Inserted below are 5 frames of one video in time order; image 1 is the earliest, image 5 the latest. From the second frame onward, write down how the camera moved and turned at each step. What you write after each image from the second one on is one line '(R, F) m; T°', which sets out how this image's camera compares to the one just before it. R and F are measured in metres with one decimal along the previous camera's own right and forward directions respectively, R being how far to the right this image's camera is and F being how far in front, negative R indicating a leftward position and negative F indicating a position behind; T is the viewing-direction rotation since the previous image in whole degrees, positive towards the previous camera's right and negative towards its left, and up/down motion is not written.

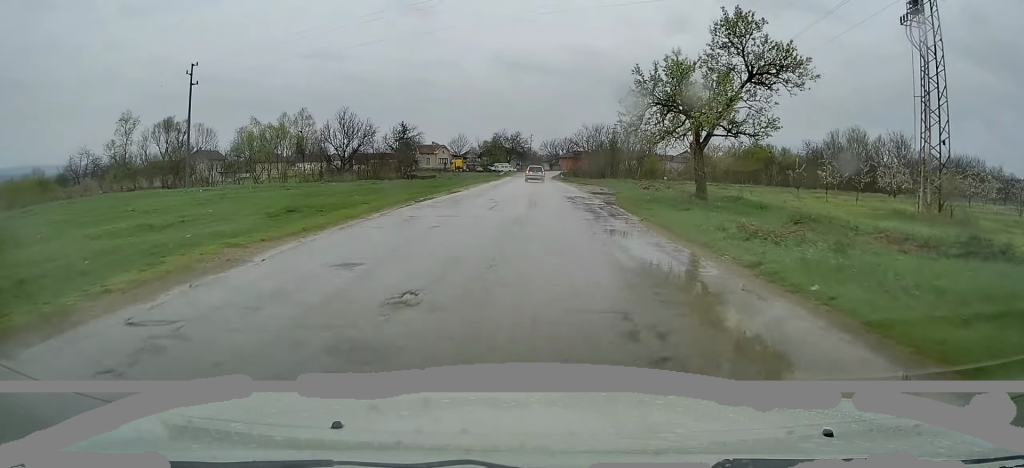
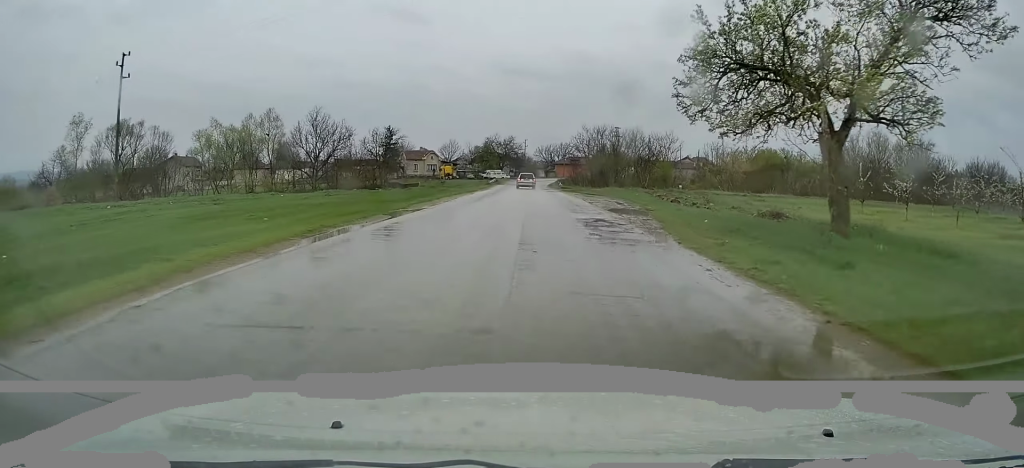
(0.0, +10.6) m; 0°
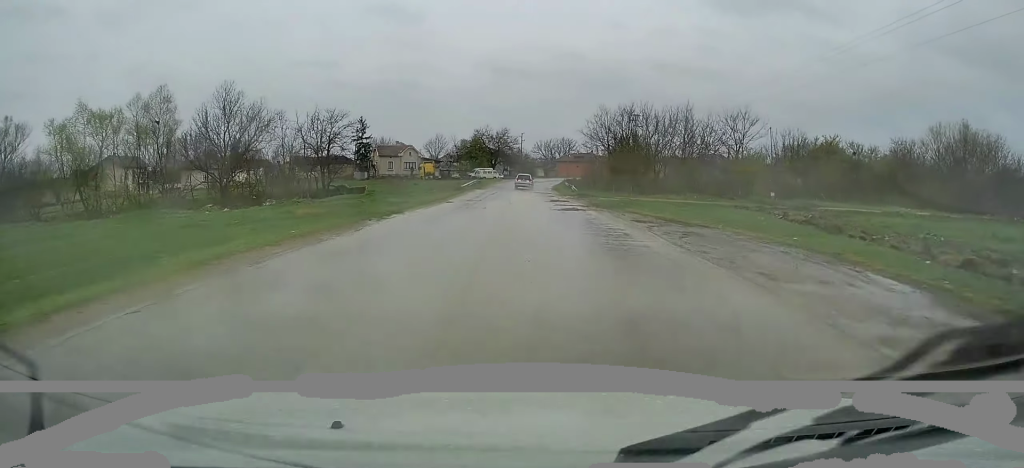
(-0.2, +26.9) m; -1°
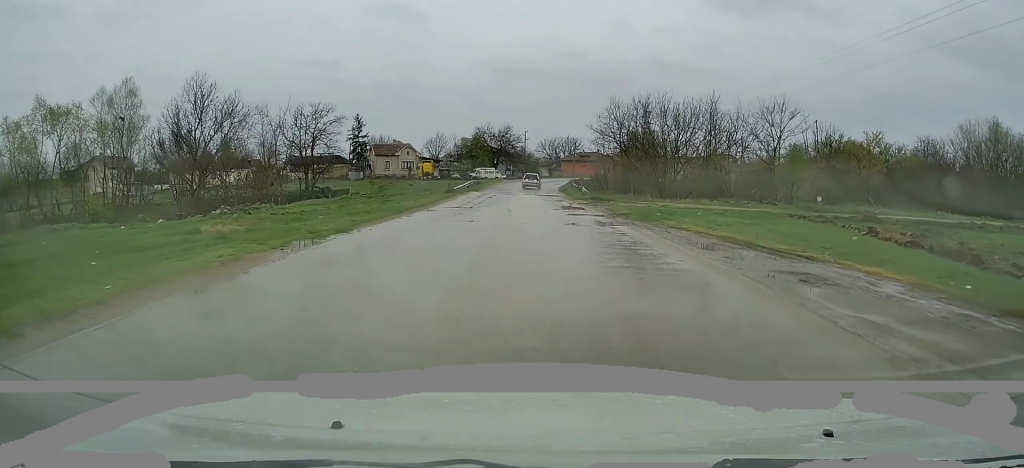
(+0.1, +6.5) m; 0°
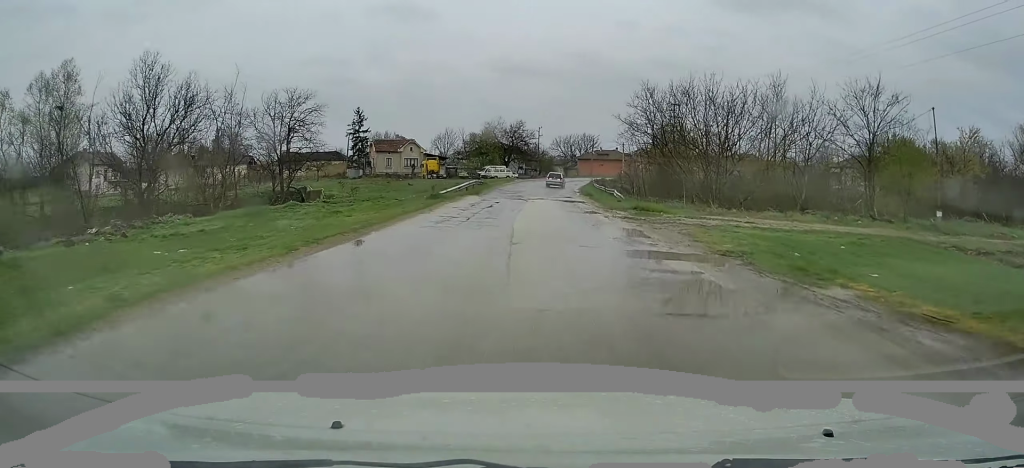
(-0.1, +10.3) m; -1°
